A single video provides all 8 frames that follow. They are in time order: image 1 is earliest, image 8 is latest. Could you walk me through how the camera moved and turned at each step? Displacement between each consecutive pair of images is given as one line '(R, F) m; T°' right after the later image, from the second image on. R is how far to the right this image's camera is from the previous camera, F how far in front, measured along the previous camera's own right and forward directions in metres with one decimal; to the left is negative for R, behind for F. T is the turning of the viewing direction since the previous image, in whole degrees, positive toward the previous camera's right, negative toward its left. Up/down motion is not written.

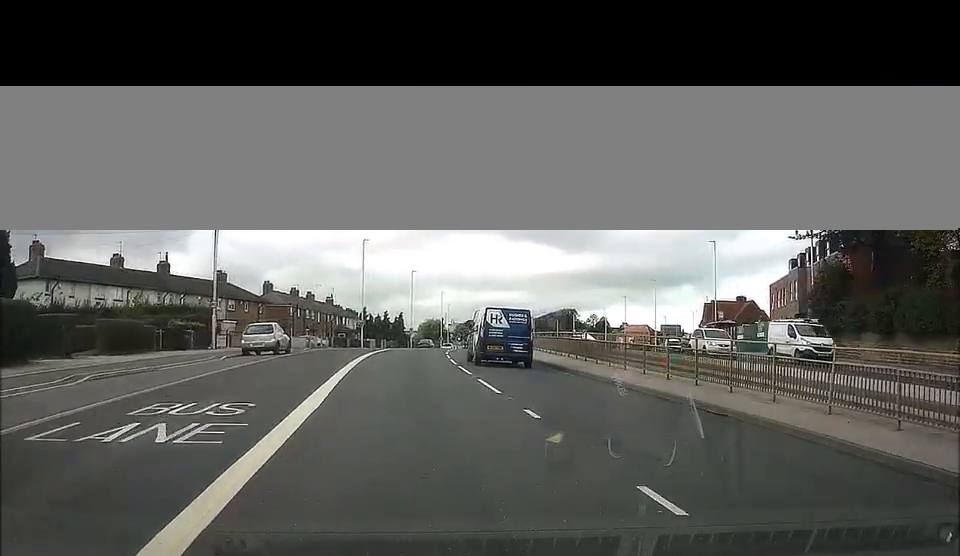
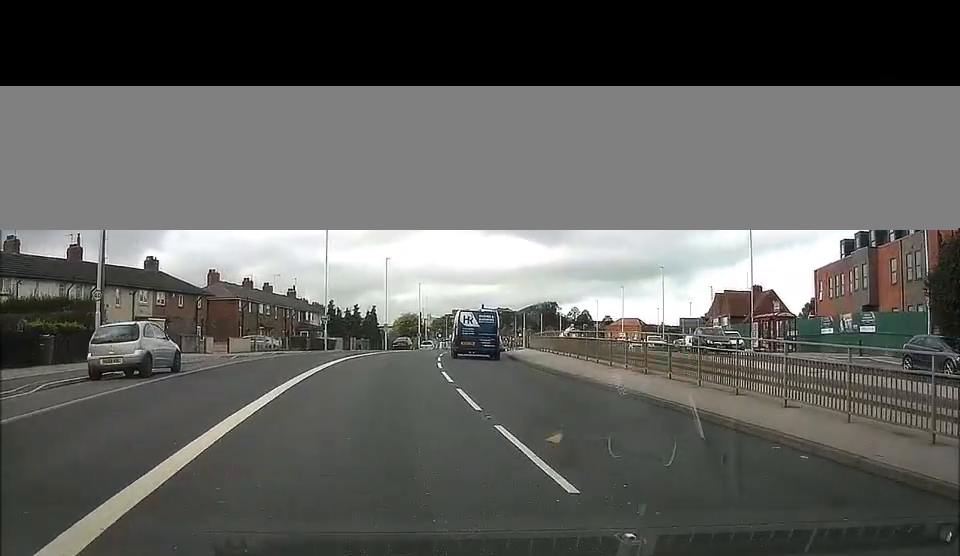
(+0.1, +15.7) m; +1°
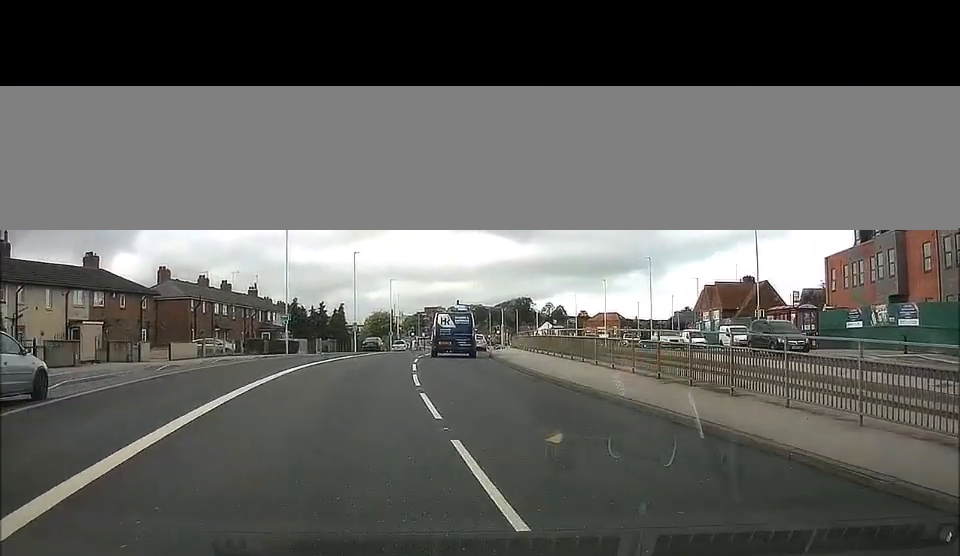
(0.0, +7.4) m; +1°
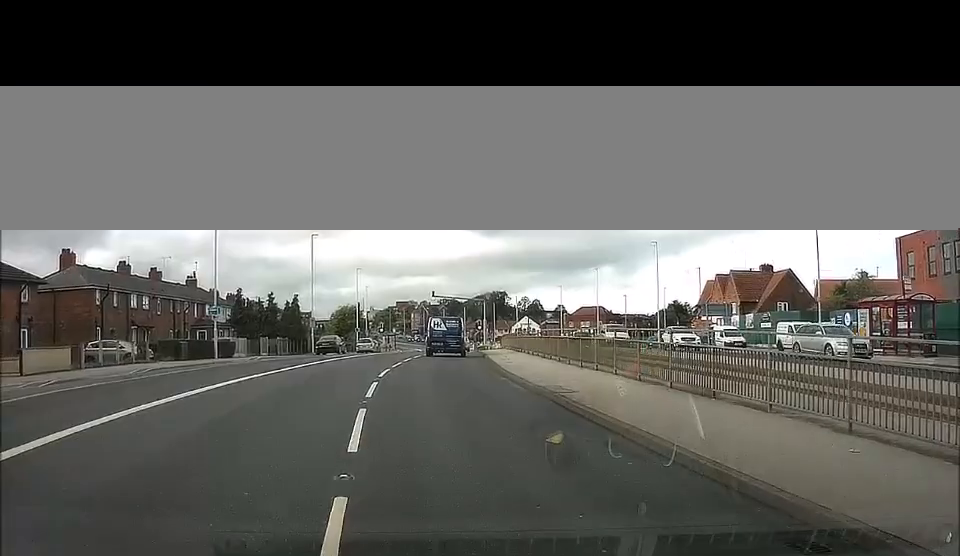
(+0.5, +15.5) m; +2°
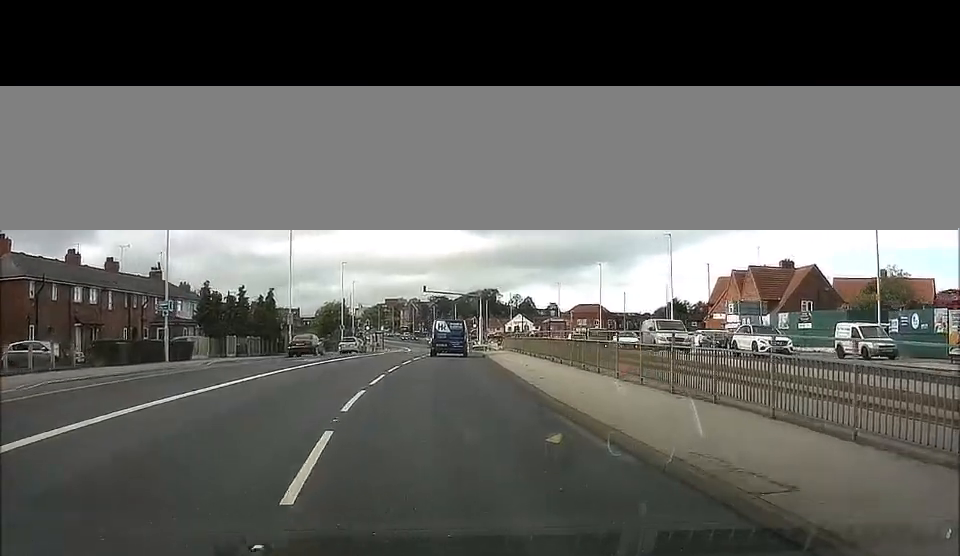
(0.0, +8.4) m; +1°
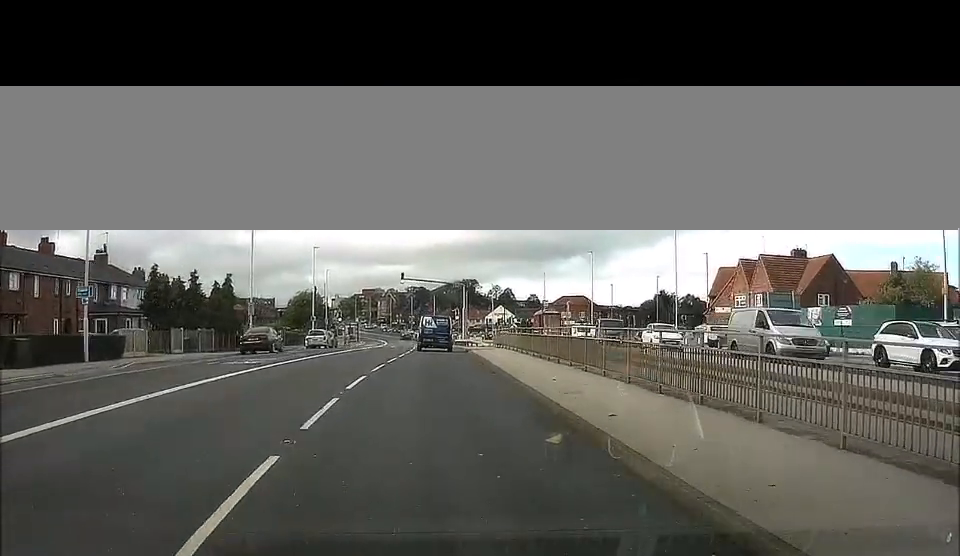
(+0.1, +8.5) m; +1°
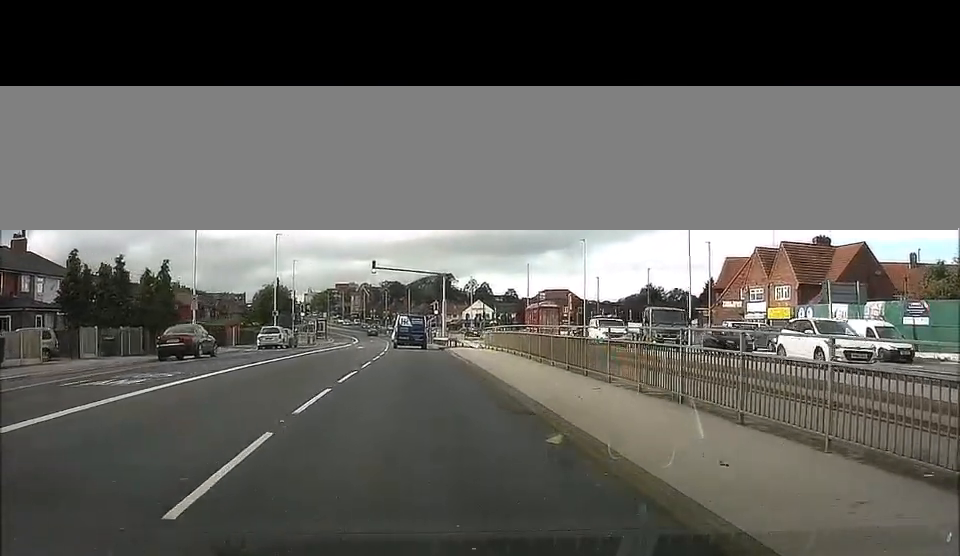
(+0.2, +10.8) m; 0°
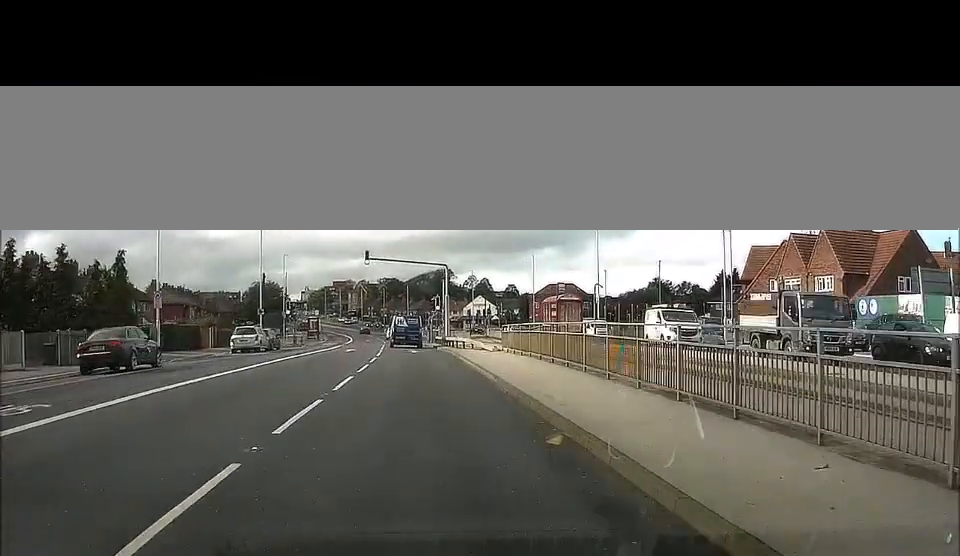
(-0.2, +8.2) m; 0°
